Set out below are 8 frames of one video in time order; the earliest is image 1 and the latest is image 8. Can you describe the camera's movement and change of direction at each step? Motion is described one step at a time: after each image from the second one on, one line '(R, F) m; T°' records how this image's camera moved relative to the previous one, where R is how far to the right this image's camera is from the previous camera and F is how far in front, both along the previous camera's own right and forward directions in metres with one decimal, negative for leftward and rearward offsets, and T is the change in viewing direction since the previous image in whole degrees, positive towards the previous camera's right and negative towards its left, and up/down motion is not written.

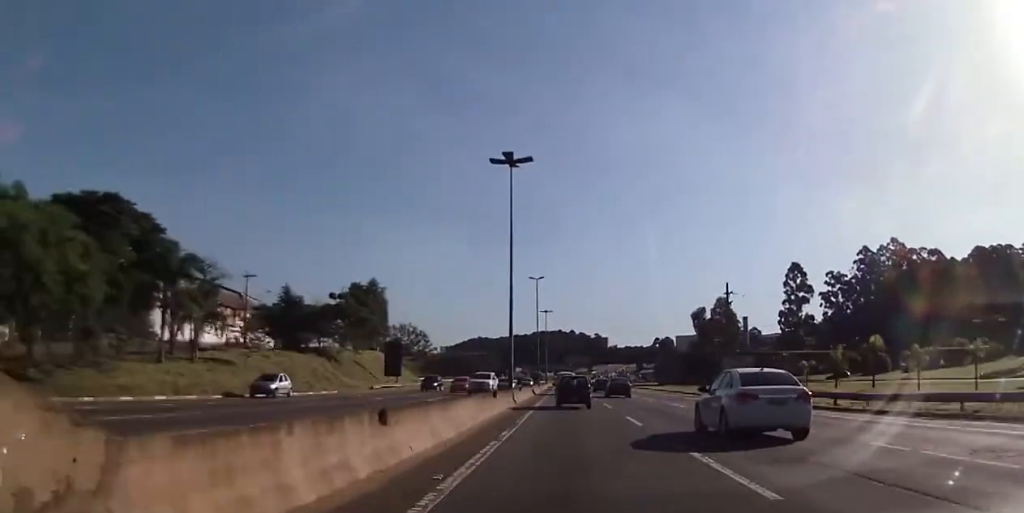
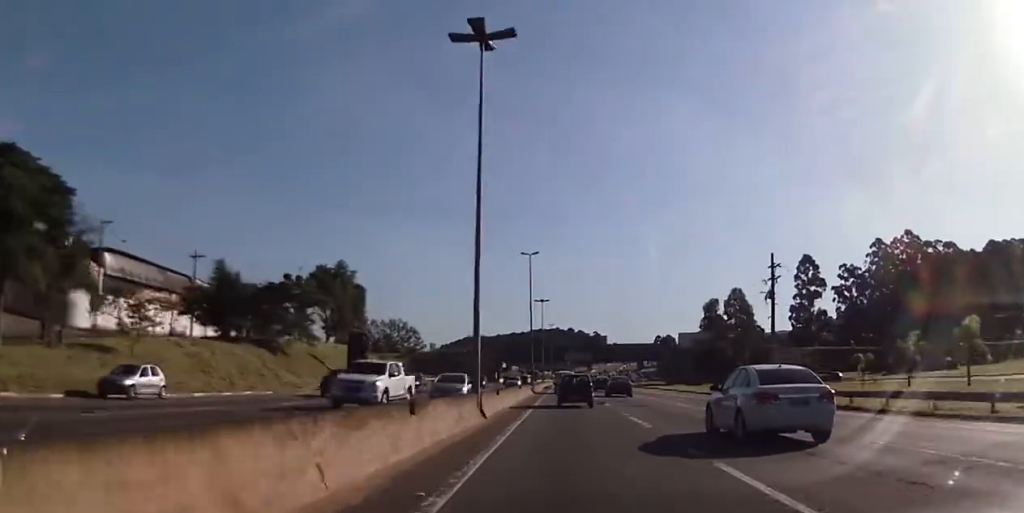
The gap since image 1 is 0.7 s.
(-0.1, +14.0) m; +1°
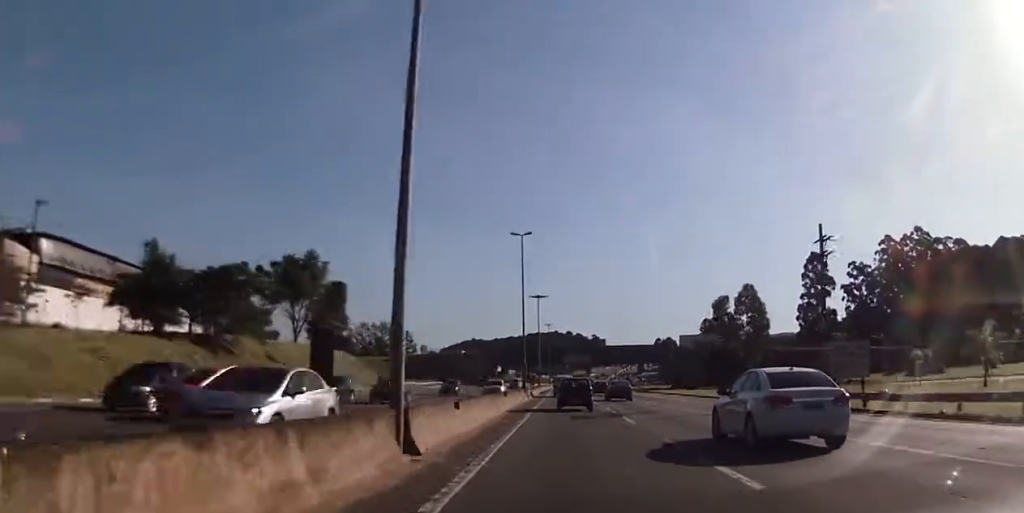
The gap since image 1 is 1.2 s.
(+0.4, +10.0) m; 0°
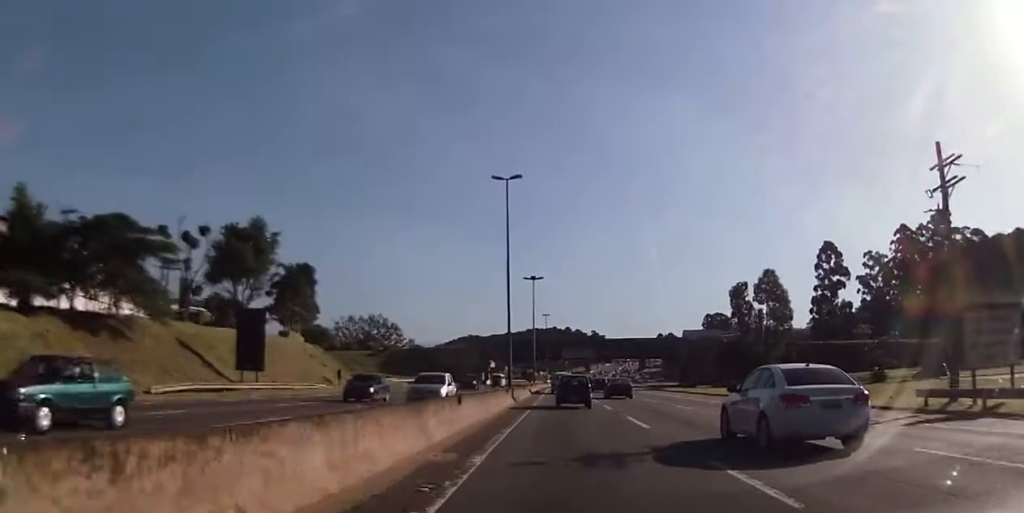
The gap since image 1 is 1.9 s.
(+0.2, +13.9) m; 0°
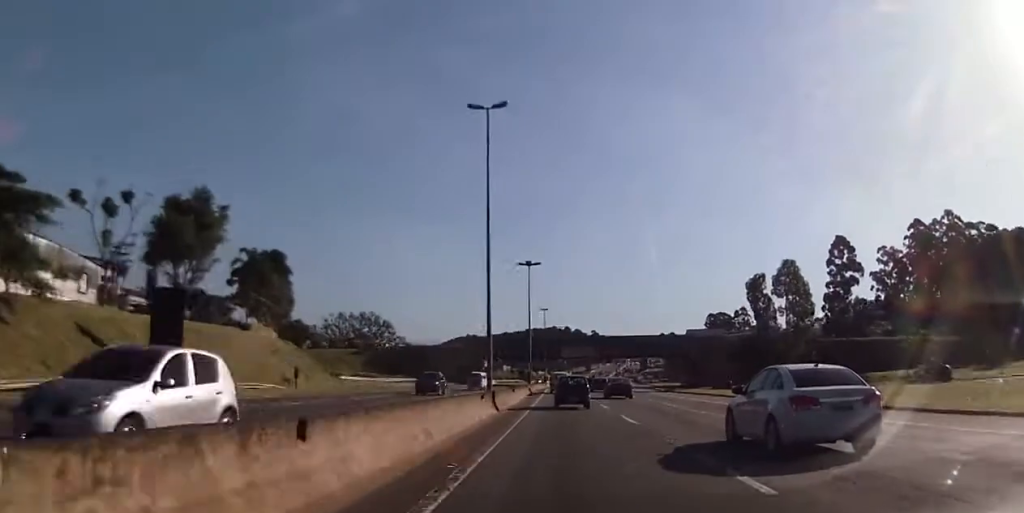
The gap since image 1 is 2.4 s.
(-0.3, +10.6) m; -1°
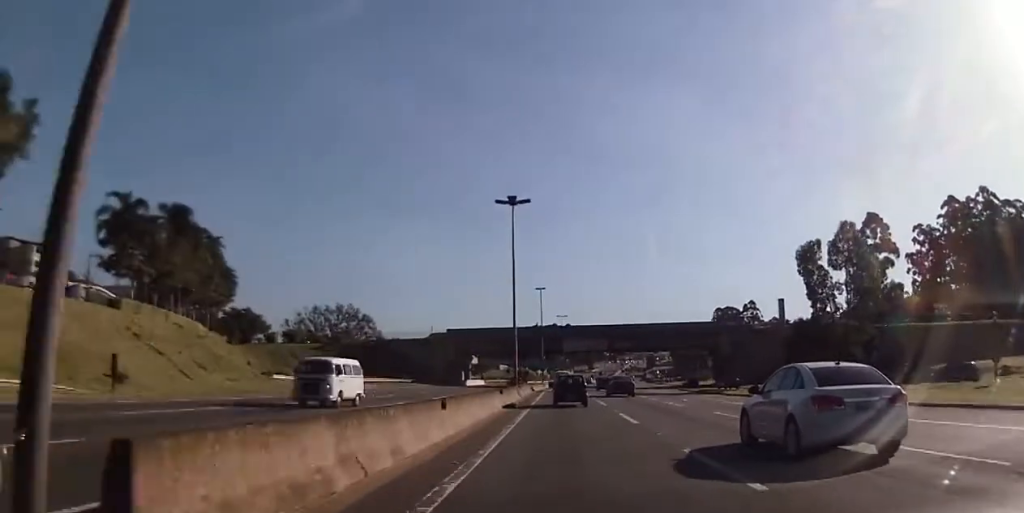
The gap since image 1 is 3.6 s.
(+0.1, +23.7) m; +1°
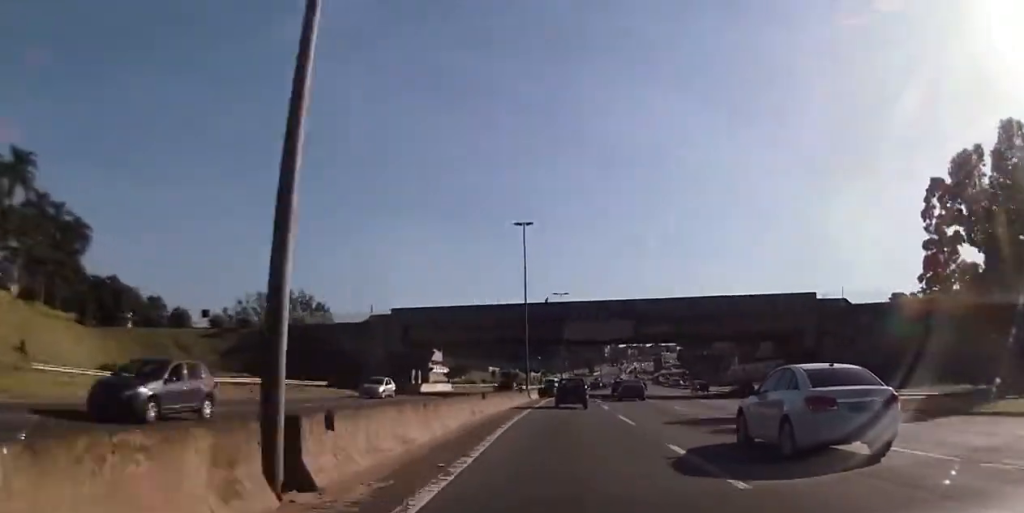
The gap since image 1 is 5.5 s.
(+0.4, +36.9) m; +1°
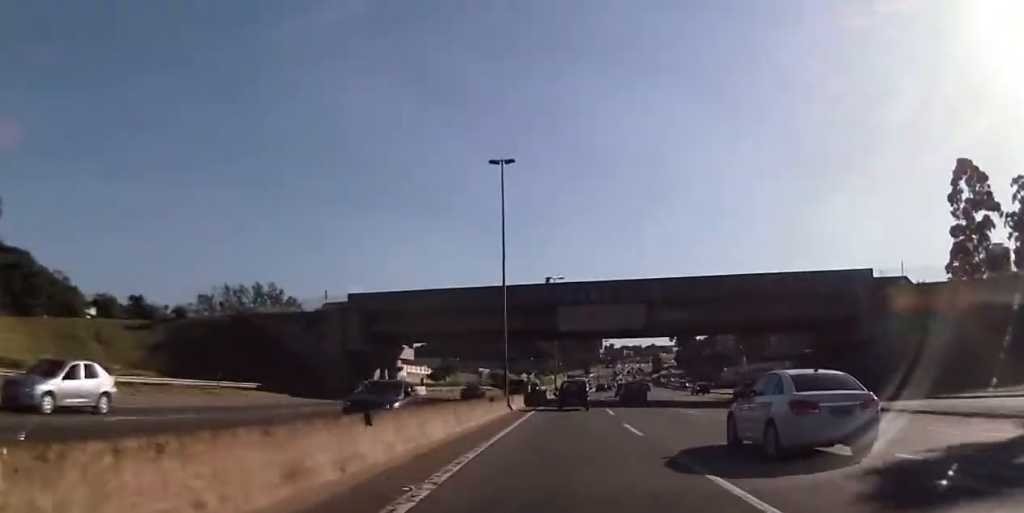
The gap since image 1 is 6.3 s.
(0.0, +14.1) m; -1°
